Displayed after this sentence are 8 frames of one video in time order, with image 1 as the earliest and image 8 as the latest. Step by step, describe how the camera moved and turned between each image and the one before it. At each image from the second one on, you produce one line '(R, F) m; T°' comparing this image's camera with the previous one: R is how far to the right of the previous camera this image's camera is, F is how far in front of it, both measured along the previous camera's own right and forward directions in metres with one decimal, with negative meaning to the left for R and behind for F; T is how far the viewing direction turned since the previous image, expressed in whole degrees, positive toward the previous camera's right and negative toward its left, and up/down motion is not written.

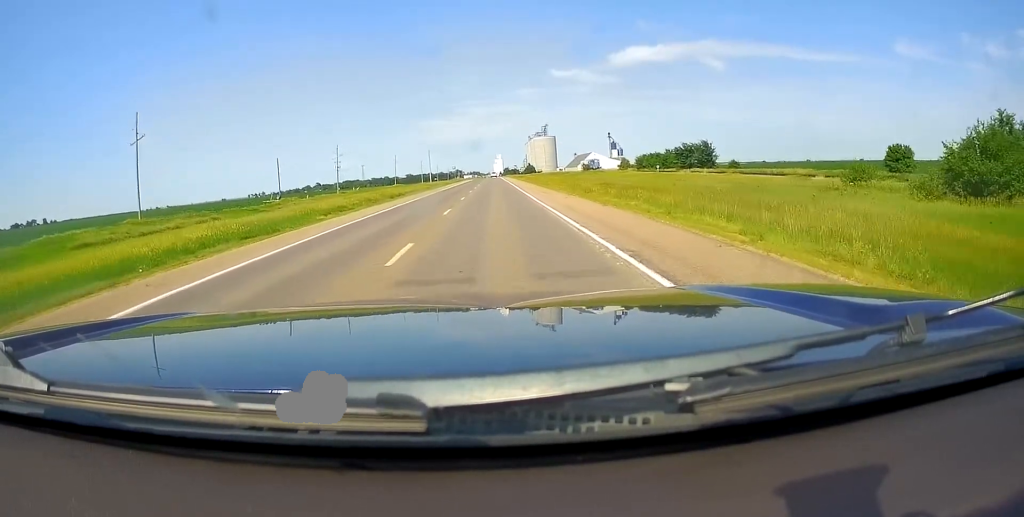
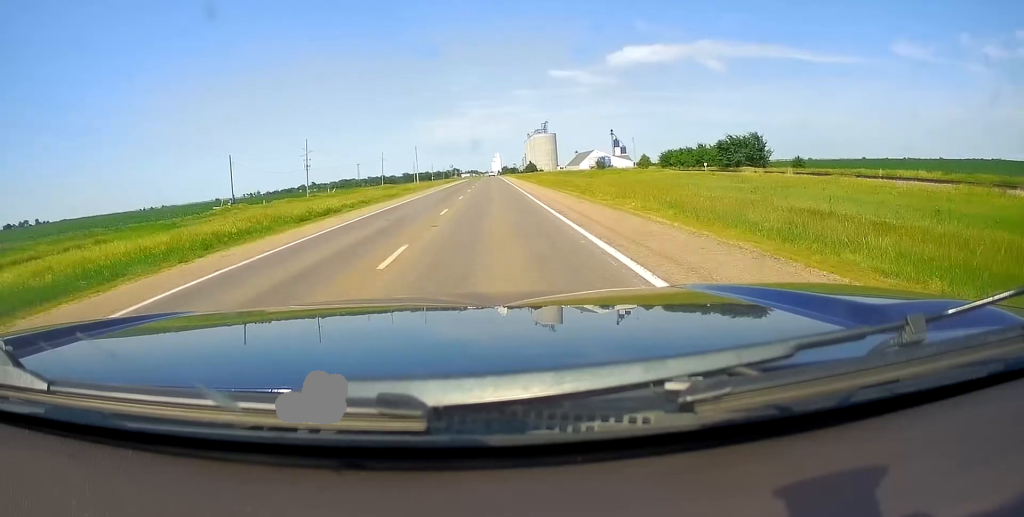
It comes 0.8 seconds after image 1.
(0.0, +24.5) m; 0°
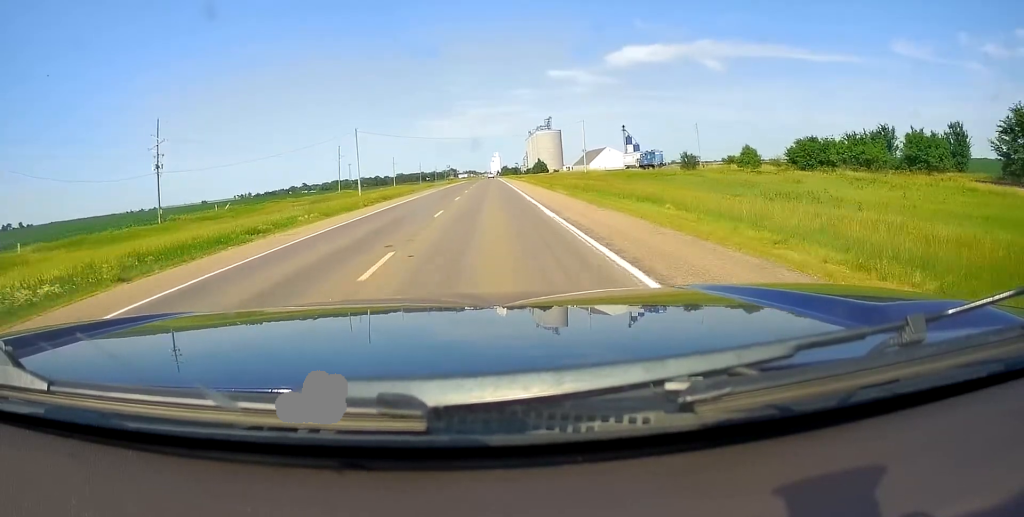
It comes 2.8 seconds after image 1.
(-0.2, +62.0) m; -1°
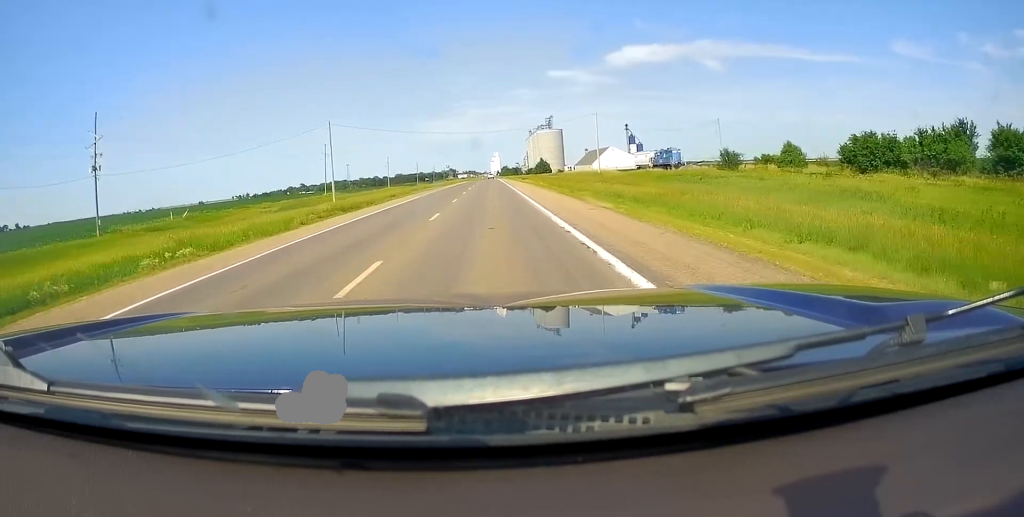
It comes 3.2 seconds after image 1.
(-0.1, +13.3) m; 0°
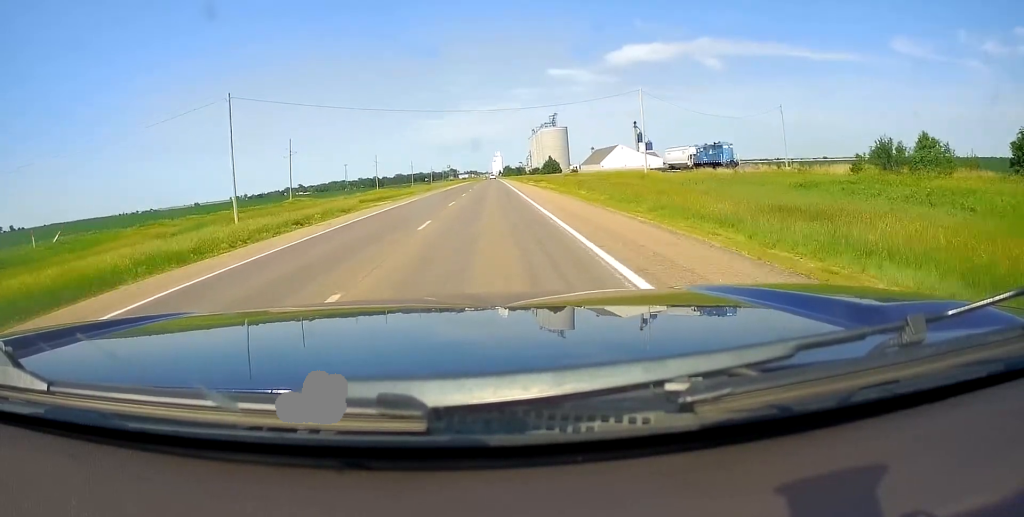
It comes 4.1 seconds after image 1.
(+0.2, +27.1) m; +1°
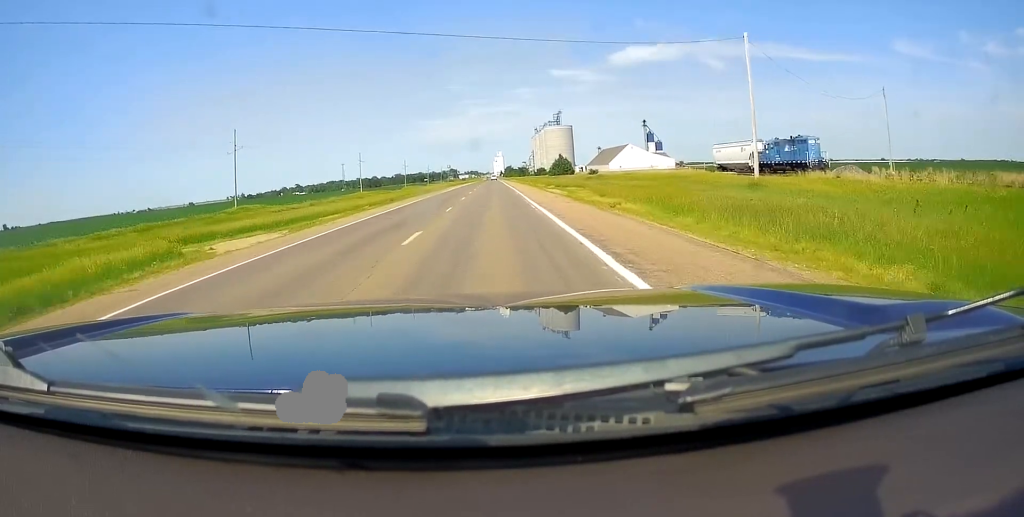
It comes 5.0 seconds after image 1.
(+0.1, +27.5) m; 0°
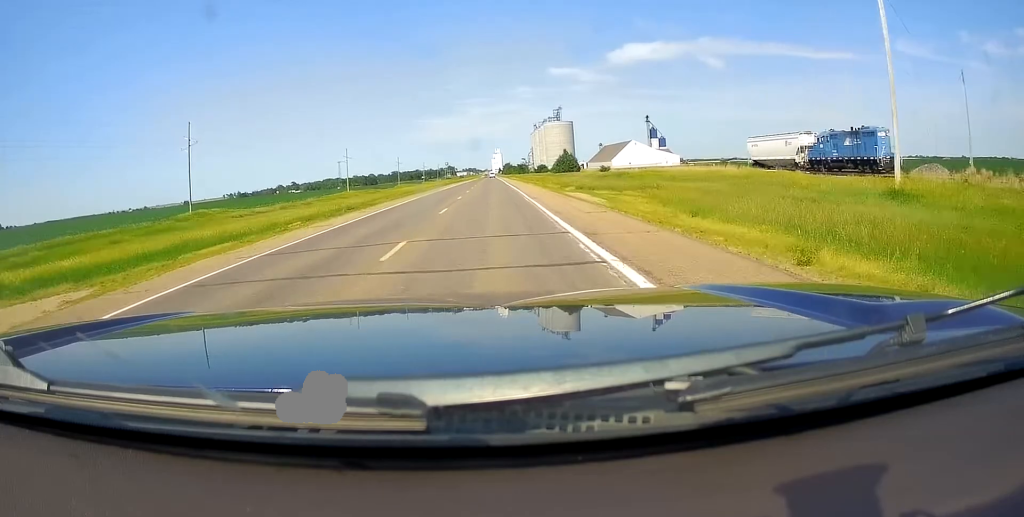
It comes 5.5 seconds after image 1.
(0.0, +14.7) m; -1°
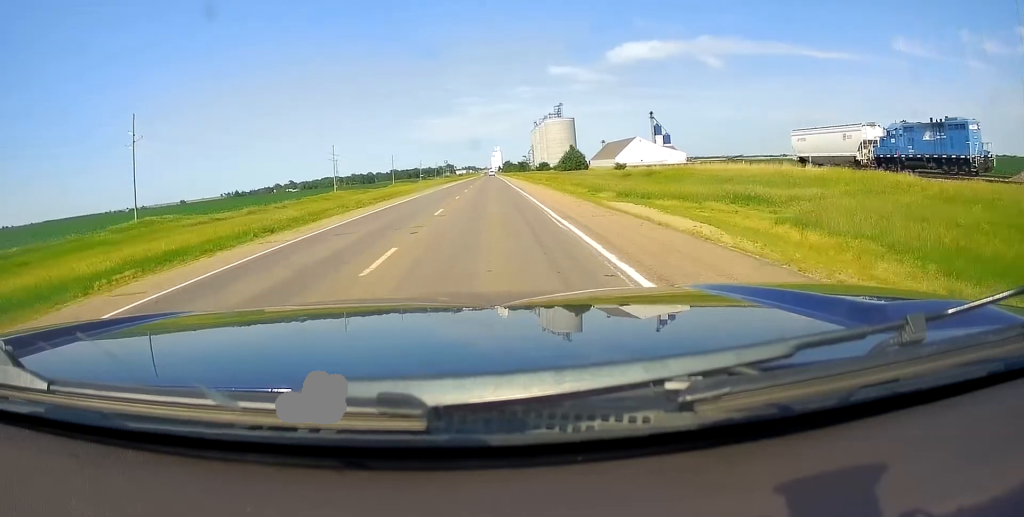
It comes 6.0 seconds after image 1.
(-0.2, +13.7) m; 0°
